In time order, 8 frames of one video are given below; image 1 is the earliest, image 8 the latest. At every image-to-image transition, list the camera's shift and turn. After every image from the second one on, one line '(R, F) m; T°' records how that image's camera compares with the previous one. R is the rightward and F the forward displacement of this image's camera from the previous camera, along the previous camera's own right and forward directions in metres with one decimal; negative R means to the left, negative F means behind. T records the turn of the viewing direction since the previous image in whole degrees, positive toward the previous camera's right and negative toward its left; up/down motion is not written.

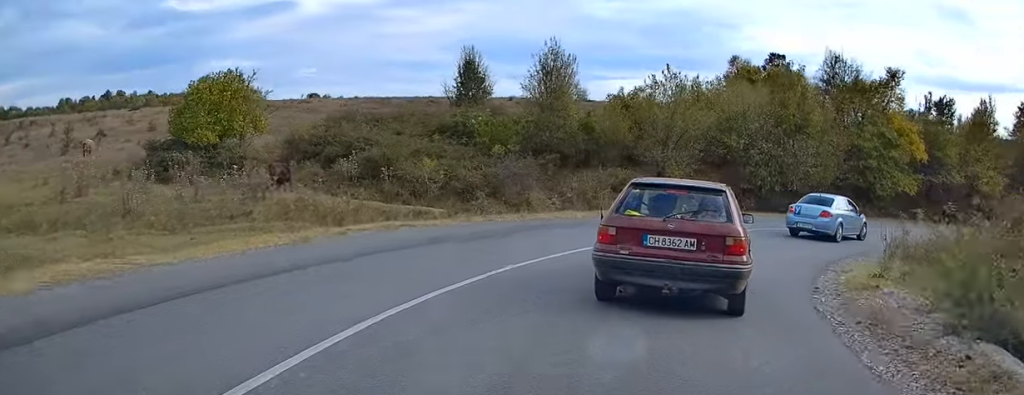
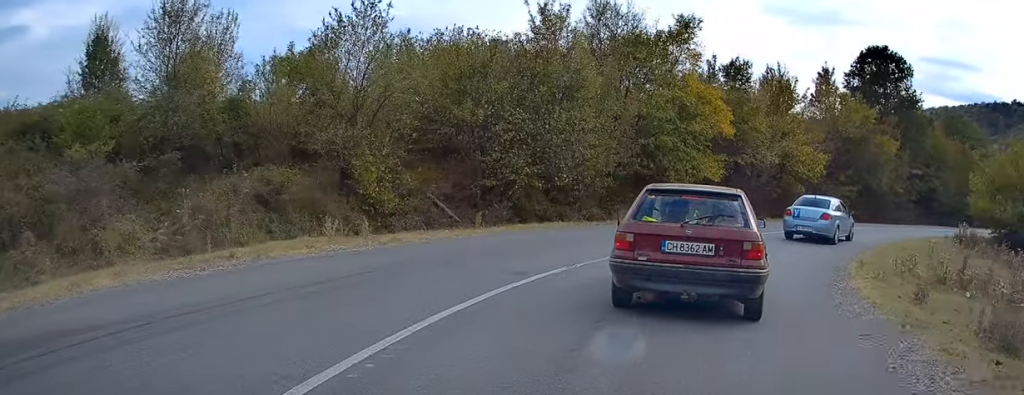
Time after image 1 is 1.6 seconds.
(+2.3, +12.4) m; +21°
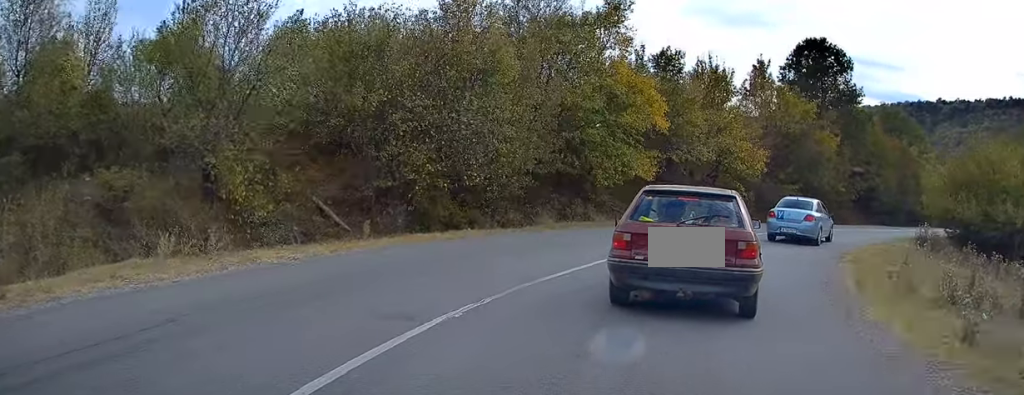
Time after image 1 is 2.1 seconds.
(+0.1, +3.5) m; +6°
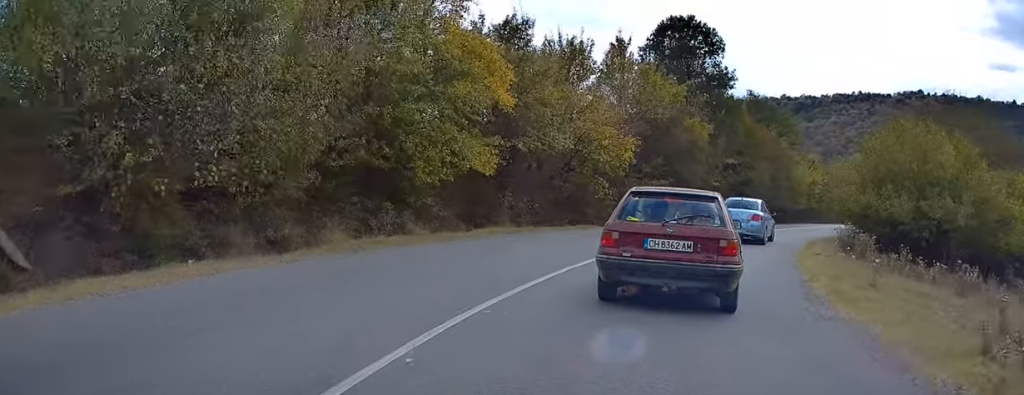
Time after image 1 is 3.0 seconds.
(+0.8, +7.0) m; +13°
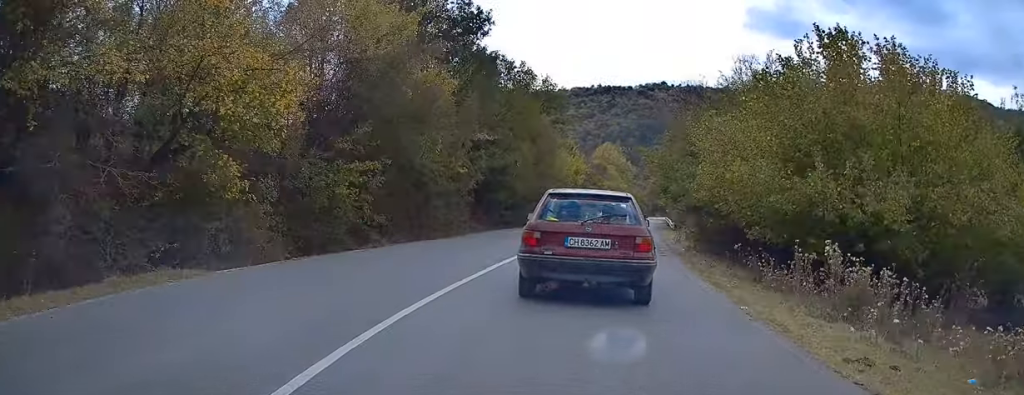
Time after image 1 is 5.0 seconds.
(+3.3, +14.8) m; +21°
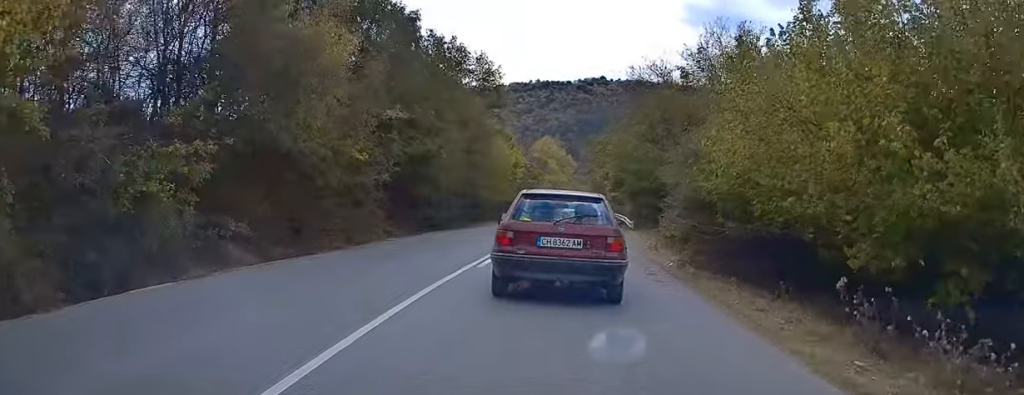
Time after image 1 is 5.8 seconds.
(+0.4, +7.1) m; +4°
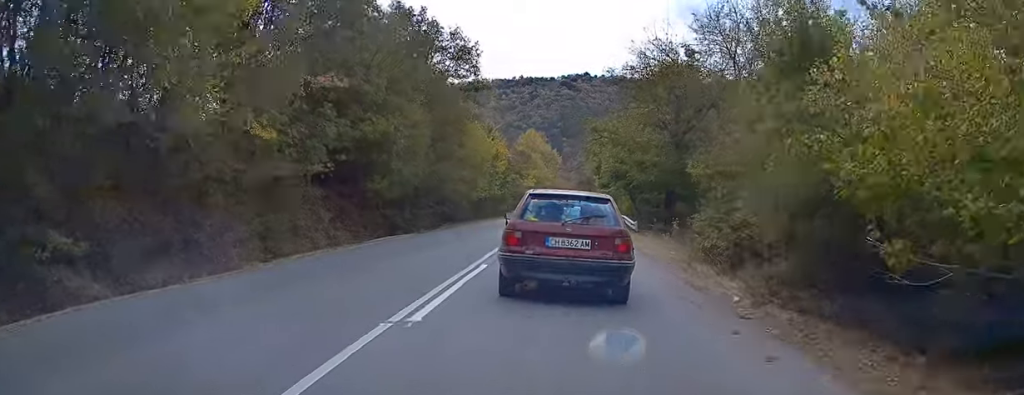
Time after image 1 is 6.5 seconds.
(+0.1, +6.2) m; +2°
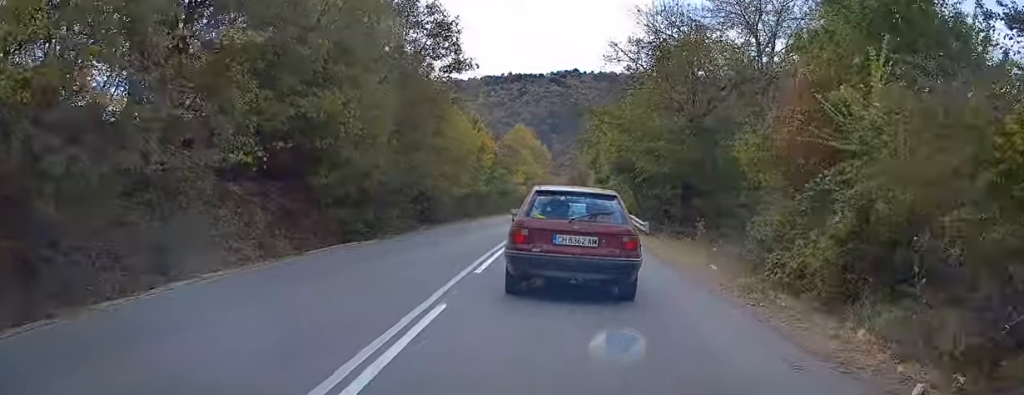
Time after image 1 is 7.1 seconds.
(-0.1, +5.2) m; +1°
